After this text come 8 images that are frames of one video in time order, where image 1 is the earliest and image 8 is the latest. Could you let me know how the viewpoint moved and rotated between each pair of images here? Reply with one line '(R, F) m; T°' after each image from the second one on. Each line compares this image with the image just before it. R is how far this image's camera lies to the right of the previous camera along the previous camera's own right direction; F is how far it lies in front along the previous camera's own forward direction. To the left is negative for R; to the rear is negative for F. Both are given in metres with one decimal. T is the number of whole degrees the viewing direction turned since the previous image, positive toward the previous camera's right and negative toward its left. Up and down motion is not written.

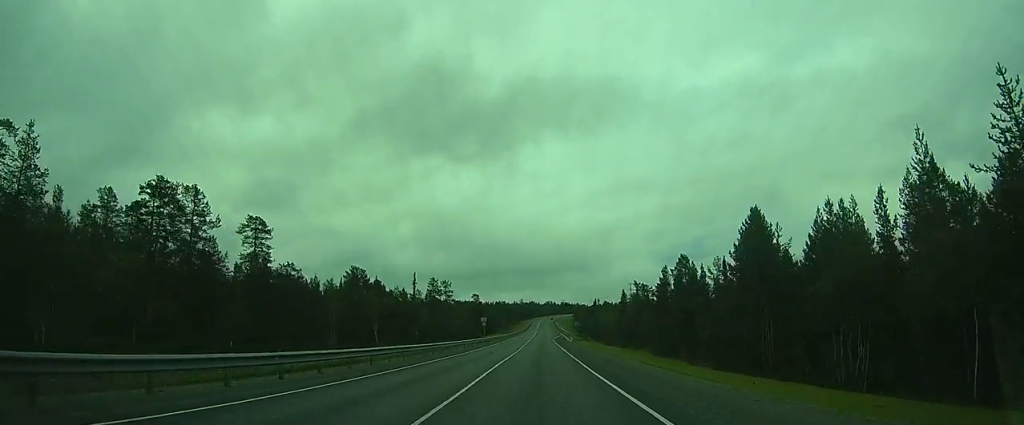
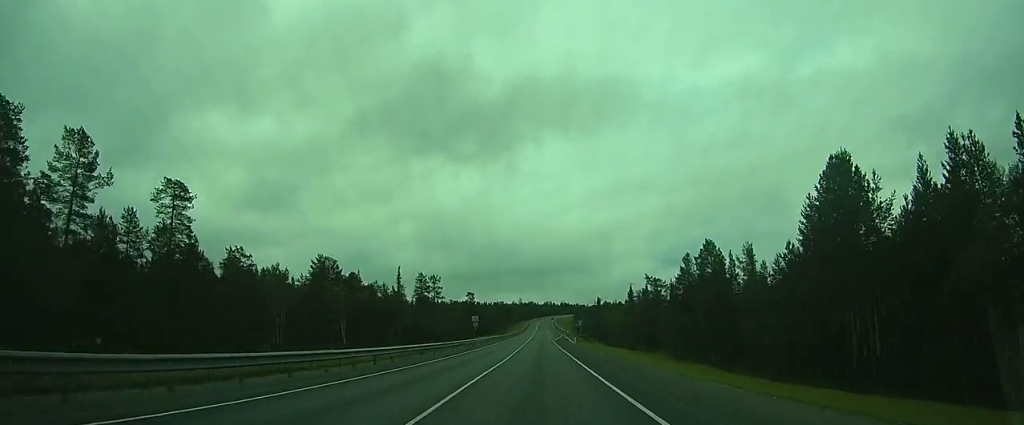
(0.0, +10.3) m; 0°
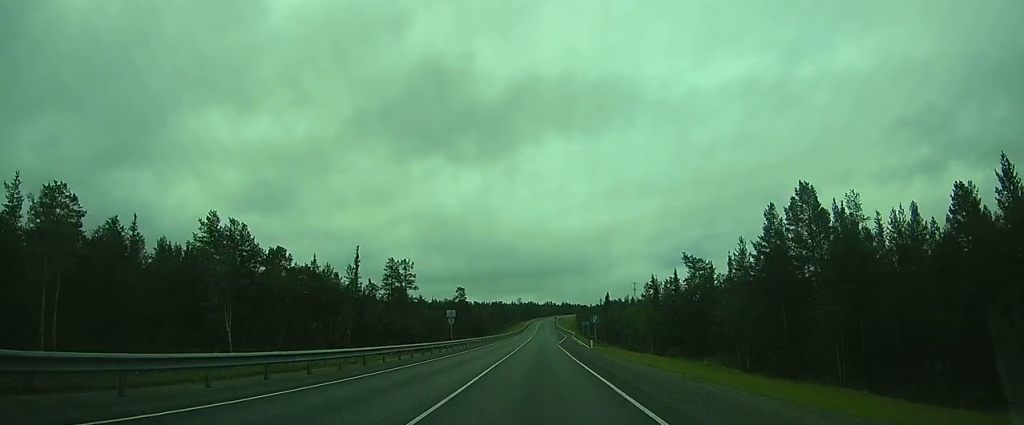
(-0.1, +21.3) m; -1°
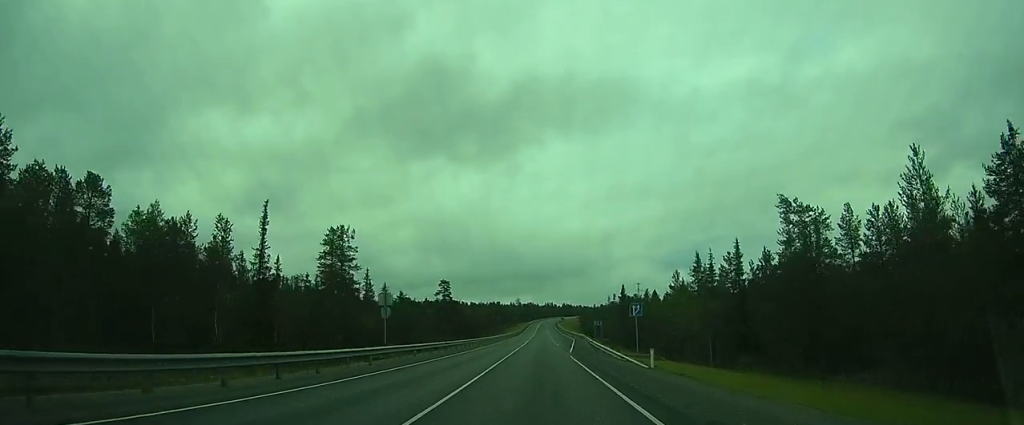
(-0.3, +26.1) m; 0°
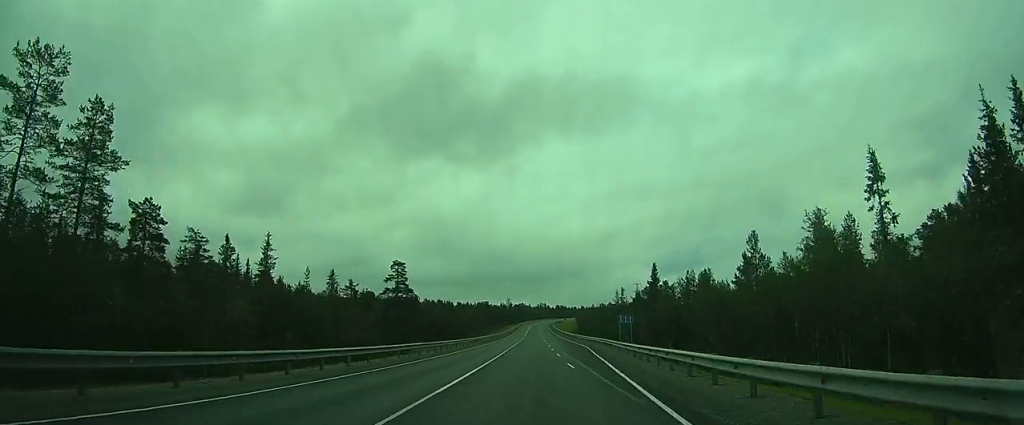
(+0.5, +38.5) m; +2°
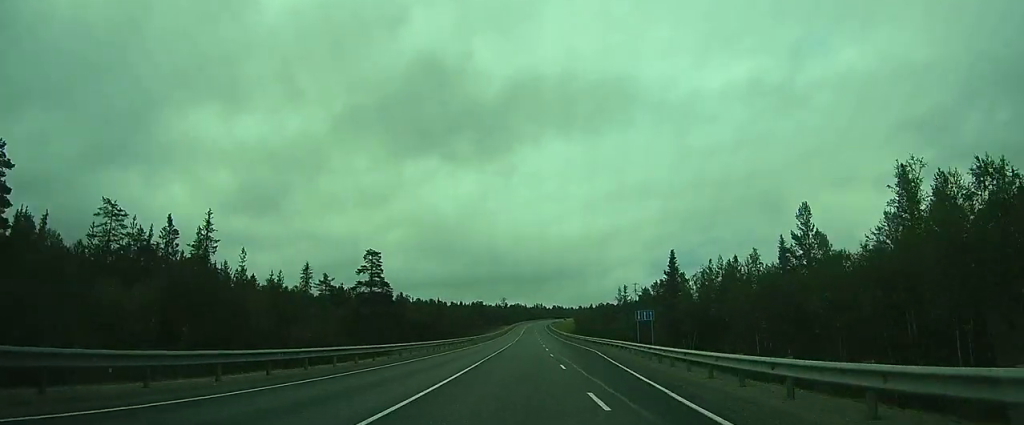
(0.0, +13.3) m; 0°
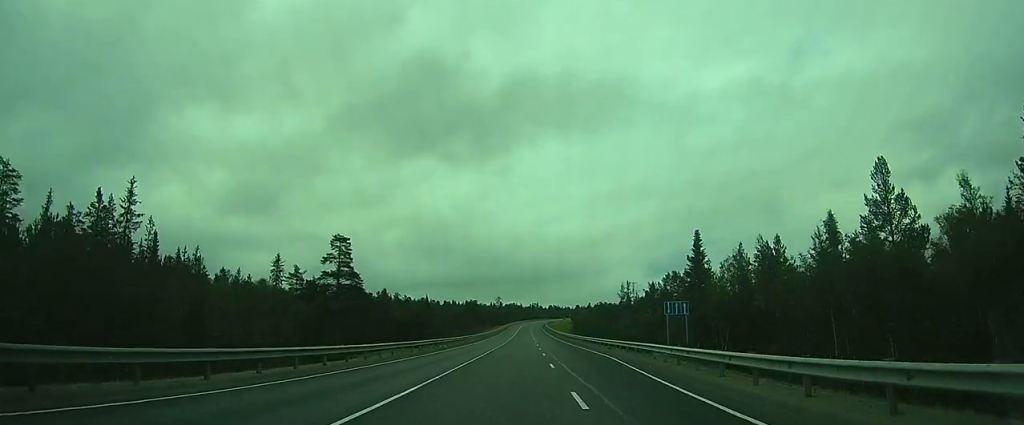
(0.0, +12.5) m; 0°
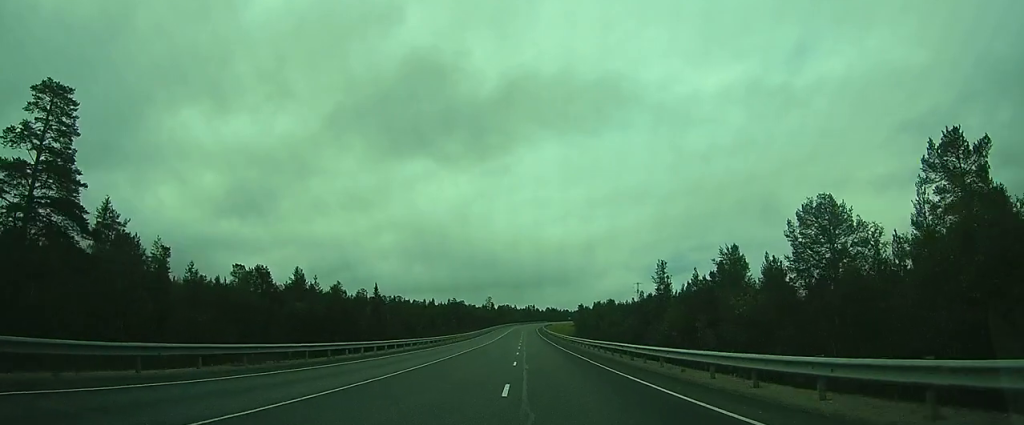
(0.0, +48.1) m; 0°
